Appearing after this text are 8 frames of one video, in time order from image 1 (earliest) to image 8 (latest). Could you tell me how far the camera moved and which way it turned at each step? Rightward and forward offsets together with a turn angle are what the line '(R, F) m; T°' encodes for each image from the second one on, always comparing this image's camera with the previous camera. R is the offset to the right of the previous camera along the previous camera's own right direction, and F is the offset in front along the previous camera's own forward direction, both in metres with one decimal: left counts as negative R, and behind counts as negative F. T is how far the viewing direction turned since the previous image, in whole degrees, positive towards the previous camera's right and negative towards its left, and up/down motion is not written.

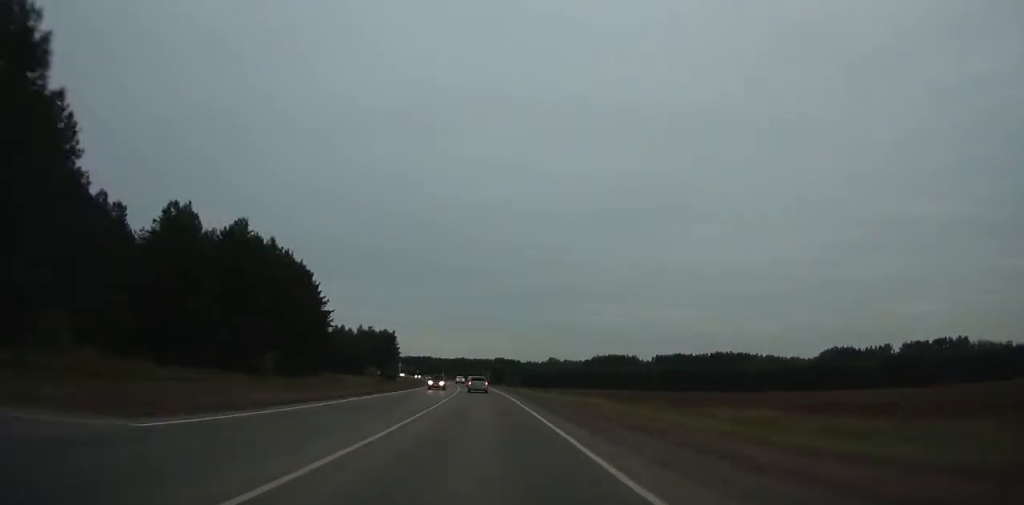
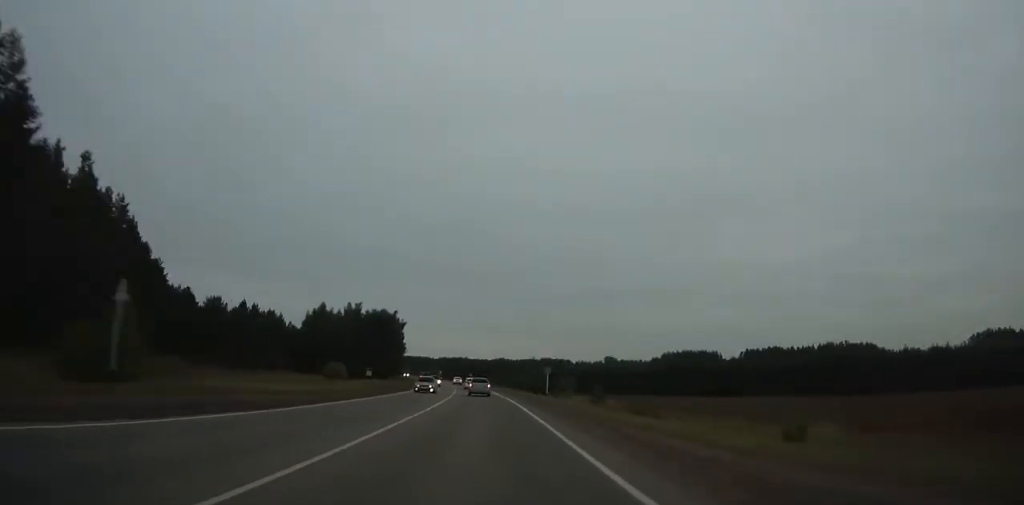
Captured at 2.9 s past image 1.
(-2.8, +76.8) m; -4°
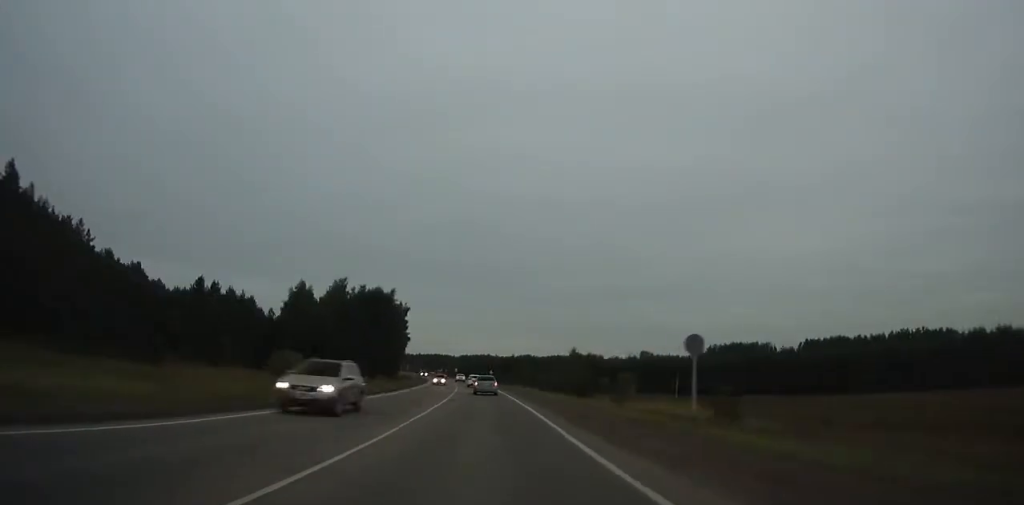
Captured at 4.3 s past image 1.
(+0.1, +36.8) m; -2°
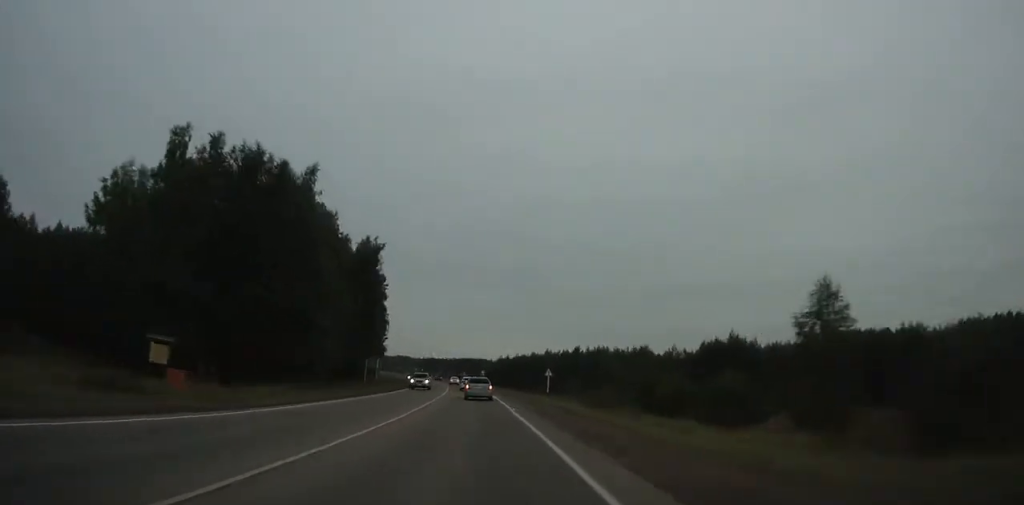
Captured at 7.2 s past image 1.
(-2.9, +72.9) m; -4°
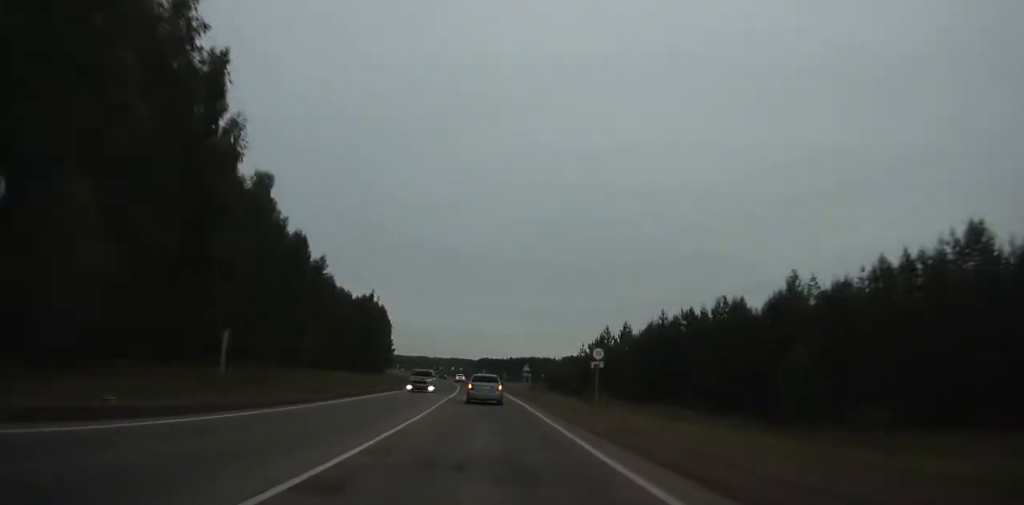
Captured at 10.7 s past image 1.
(-3.8, +82.5) m; -5°
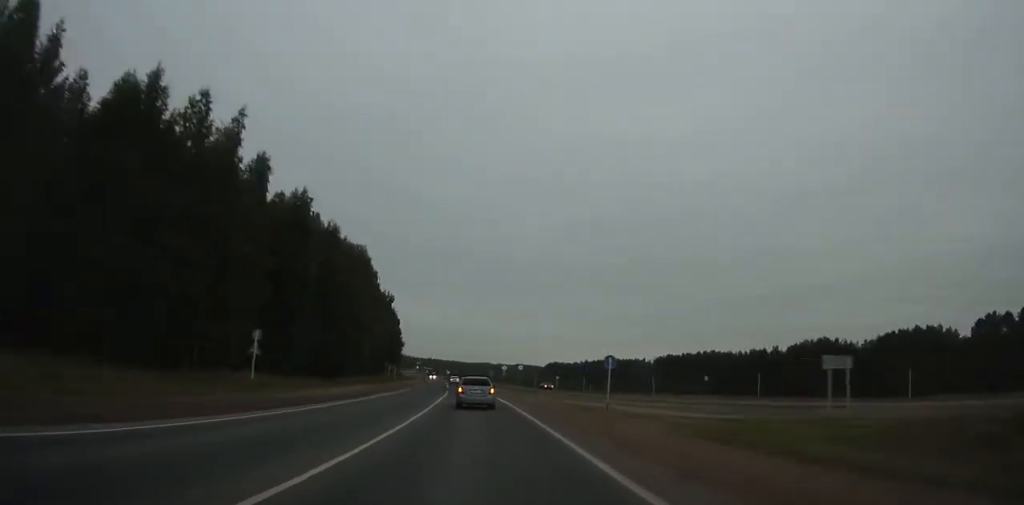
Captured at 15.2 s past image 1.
(-6.1, +101.4) m; -7°
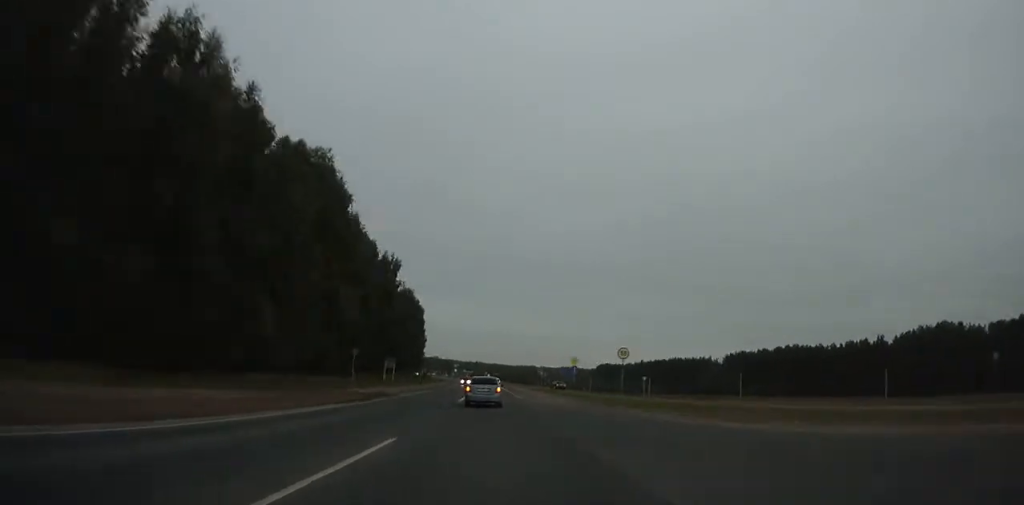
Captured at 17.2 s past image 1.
(-1.1, +44.9) m; -3°
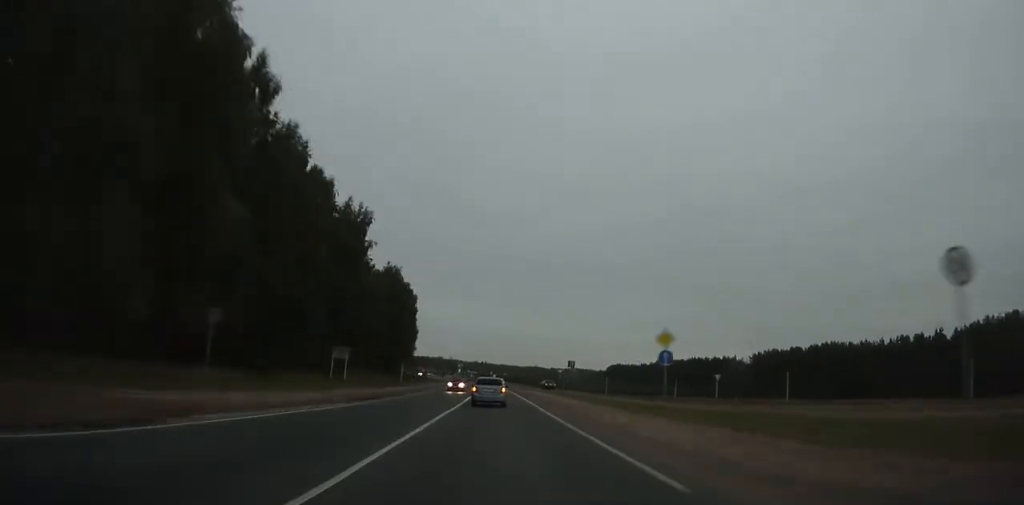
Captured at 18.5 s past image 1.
(-0.9, +28.7) m; -2°
